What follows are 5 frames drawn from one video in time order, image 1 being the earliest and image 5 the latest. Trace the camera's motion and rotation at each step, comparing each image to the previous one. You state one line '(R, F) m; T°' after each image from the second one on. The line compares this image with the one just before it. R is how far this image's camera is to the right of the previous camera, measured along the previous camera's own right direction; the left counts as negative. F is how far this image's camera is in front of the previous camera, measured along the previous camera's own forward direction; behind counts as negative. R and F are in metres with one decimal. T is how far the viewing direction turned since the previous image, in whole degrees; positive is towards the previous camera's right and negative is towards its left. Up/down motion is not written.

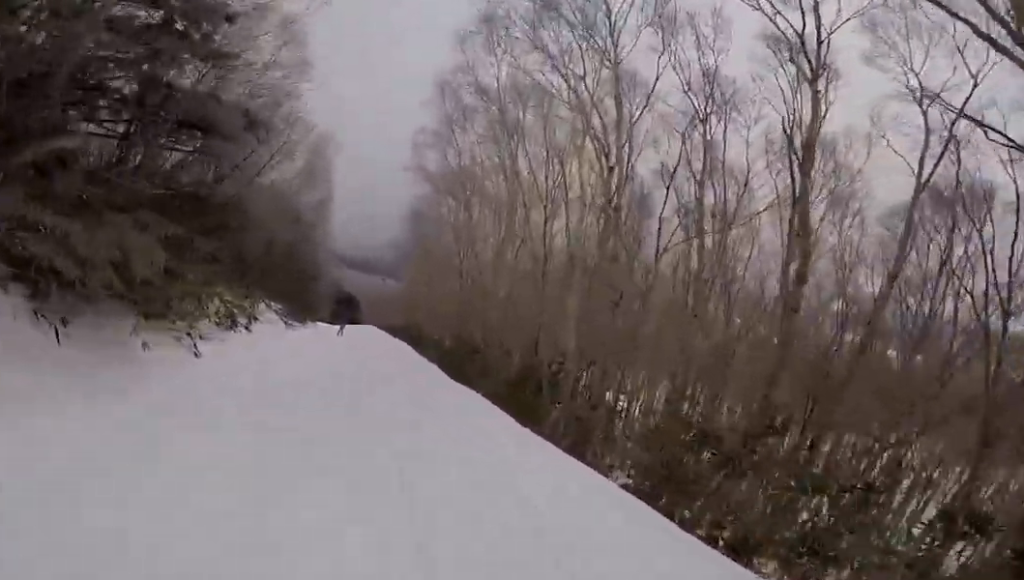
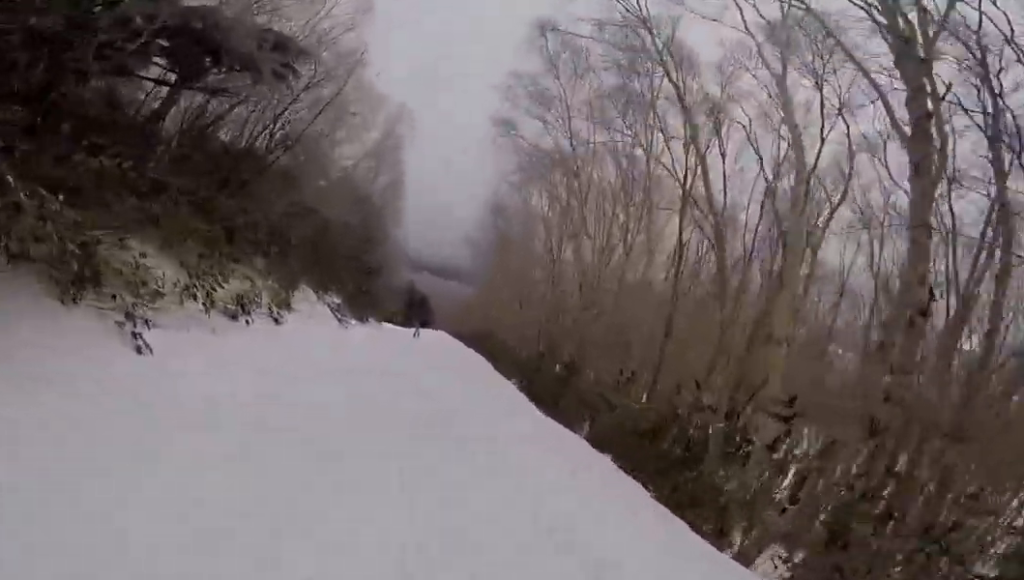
(+0.1, +4.0) m; +5°
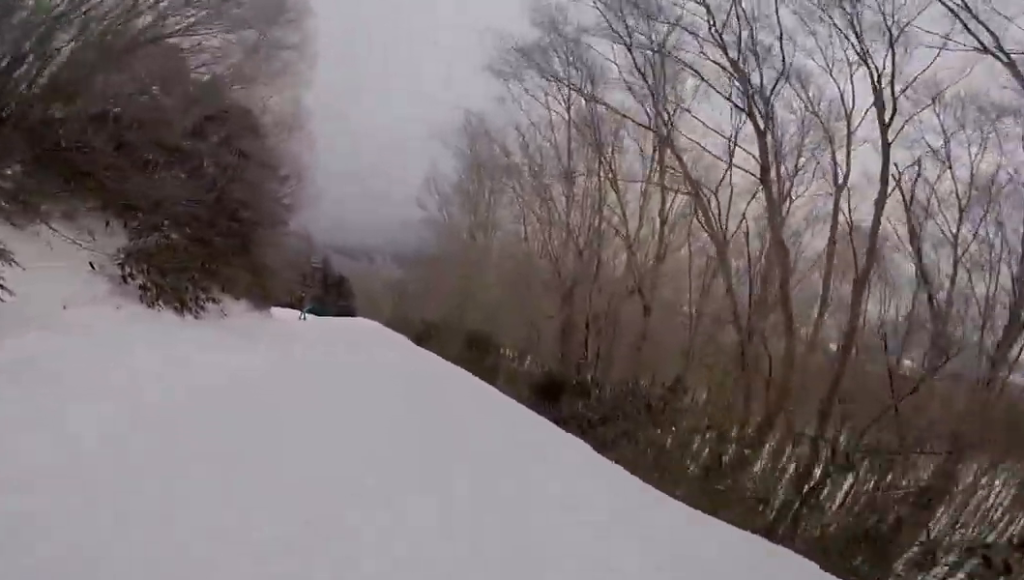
(+0.4, +15.8) m; -1°
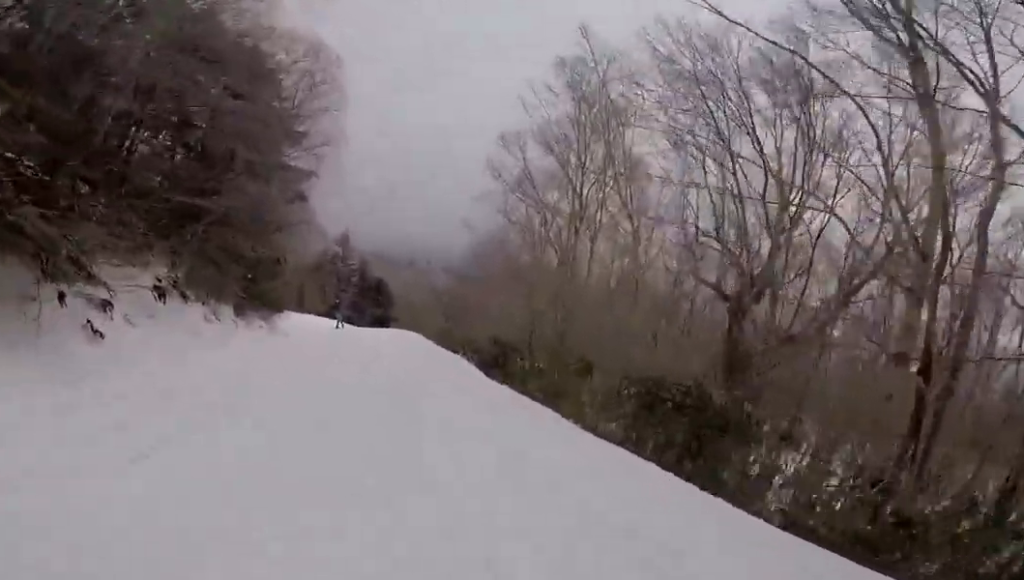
(-1.3, +9.1) m; -11°
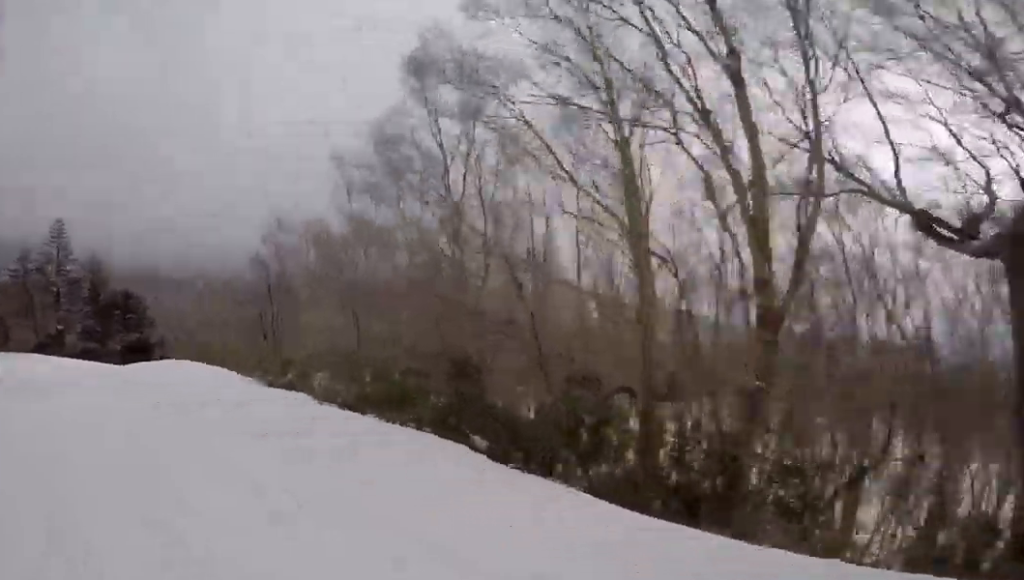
(+1.1, +14.9) m; +5°
